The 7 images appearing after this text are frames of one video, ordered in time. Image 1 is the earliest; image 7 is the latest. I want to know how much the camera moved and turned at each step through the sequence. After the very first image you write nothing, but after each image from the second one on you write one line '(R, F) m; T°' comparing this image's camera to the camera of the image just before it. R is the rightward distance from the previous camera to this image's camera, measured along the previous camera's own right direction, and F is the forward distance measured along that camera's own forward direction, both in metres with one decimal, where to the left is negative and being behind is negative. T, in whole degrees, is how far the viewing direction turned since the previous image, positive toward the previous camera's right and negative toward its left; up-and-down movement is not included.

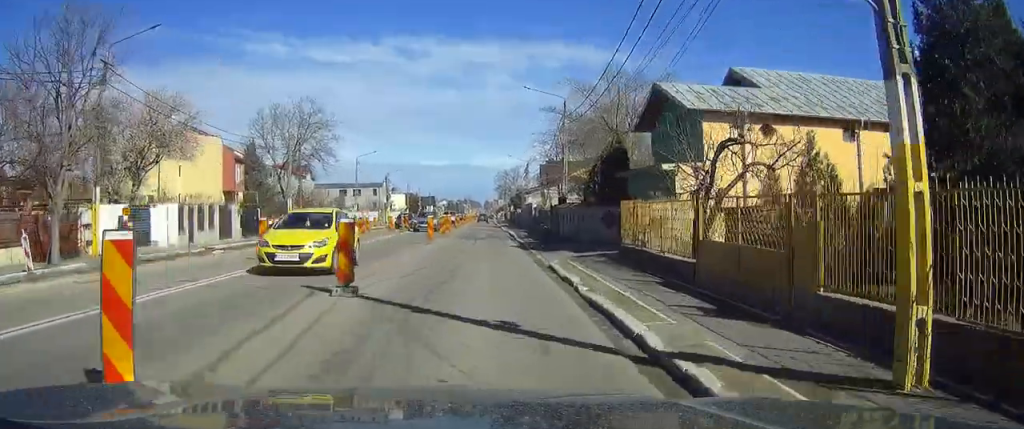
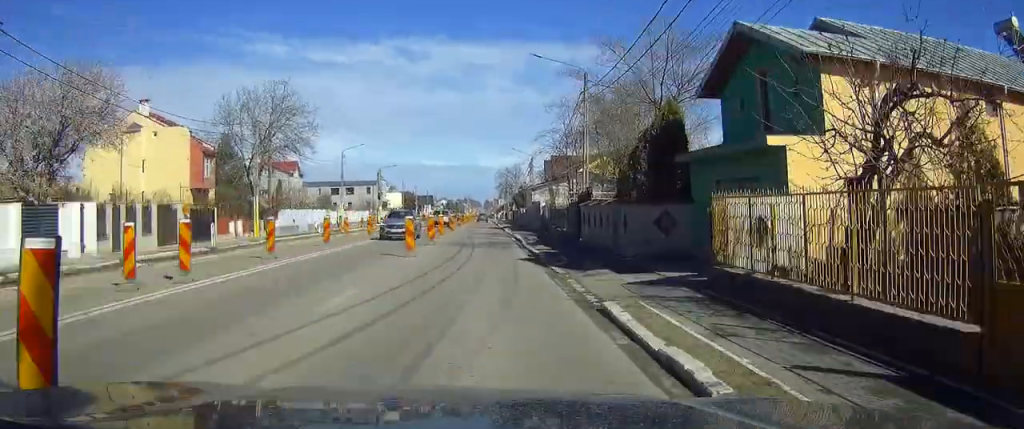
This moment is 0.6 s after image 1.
(0.0, +7.0) m; 0°
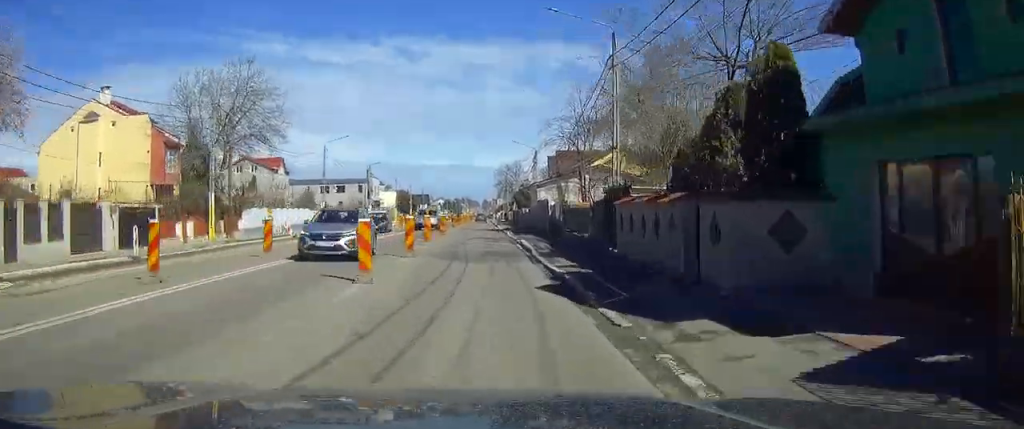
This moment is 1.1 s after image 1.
(0.0, +7.1) m; 0°
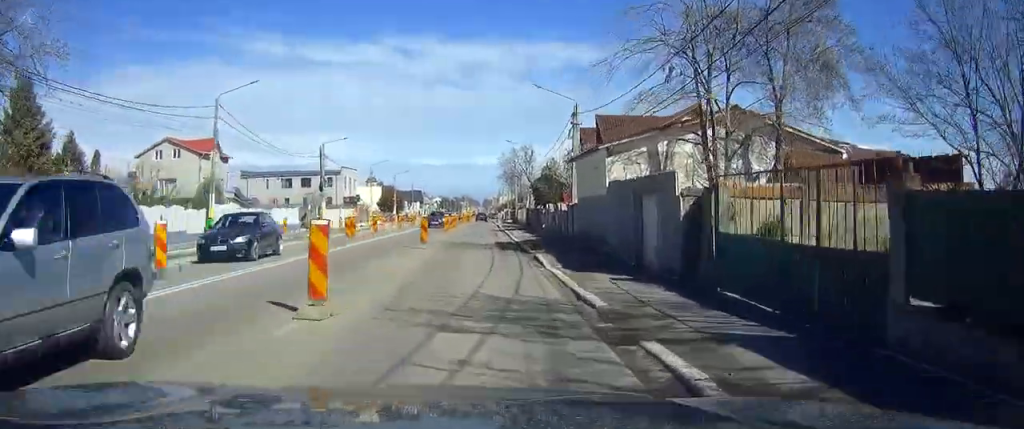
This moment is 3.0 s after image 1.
(-0.1, +27.3) m; 0°
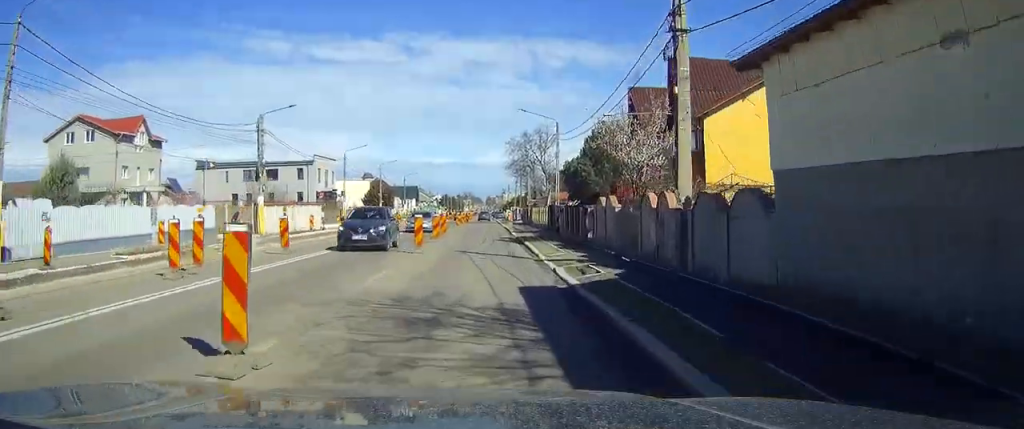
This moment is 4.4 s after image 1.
(+0.1, +20.2) m; 0°
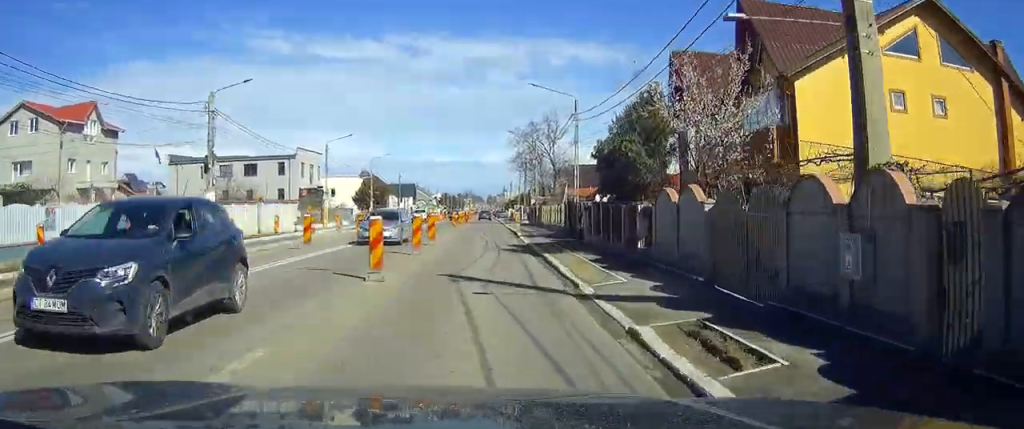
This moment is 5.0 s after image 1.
(-0.1, +9.5) m; 0°
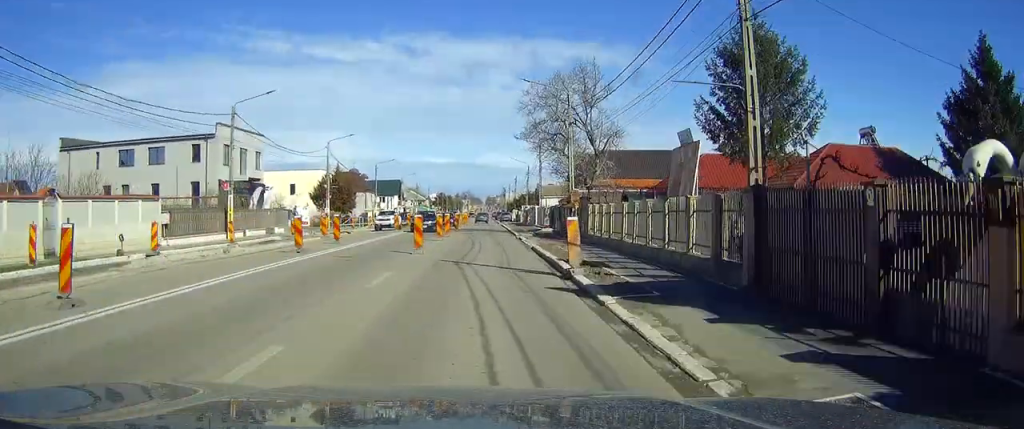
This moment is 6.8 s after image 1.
(+0.1, +26.3) m; 0°
